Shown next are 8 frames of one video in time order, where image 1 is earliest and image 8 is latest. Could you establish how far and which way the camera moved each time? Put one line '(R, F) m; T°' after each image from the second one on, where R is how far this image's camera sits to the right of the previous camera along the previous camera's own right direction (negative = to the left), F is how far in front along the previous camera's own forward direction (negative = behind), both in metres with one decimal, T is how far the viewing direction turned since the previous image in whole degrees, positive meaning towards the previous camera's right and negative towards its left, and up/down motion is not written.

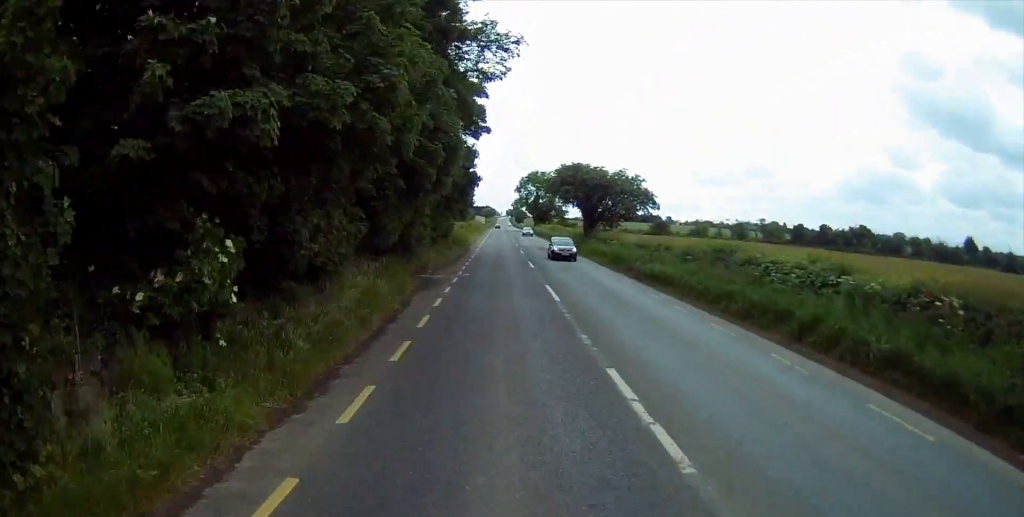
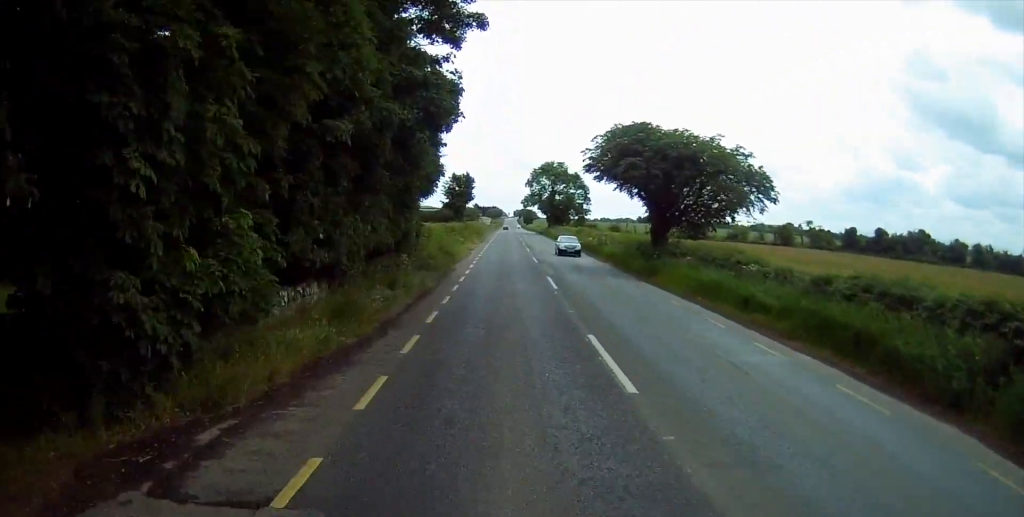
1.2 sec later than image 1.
(0.0, +26.3) m; 0°
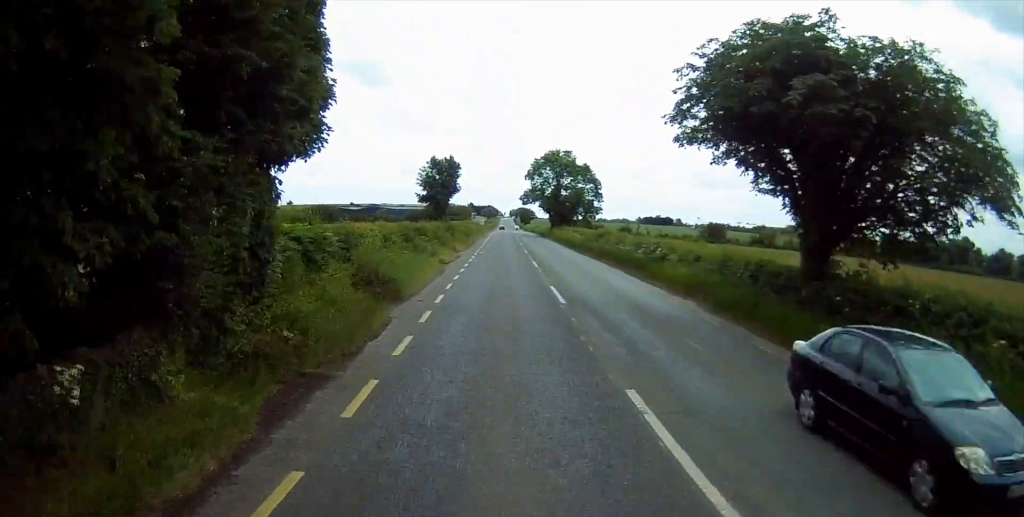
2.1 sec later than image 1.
(+0.1, +19.8) m; 0°
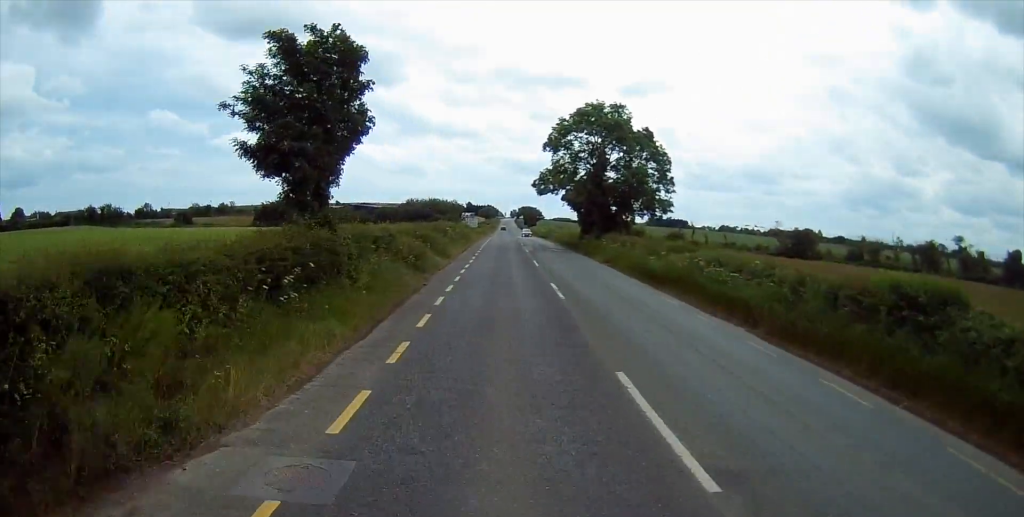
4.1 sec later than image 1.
(-0.4, +43.4) m; 0°
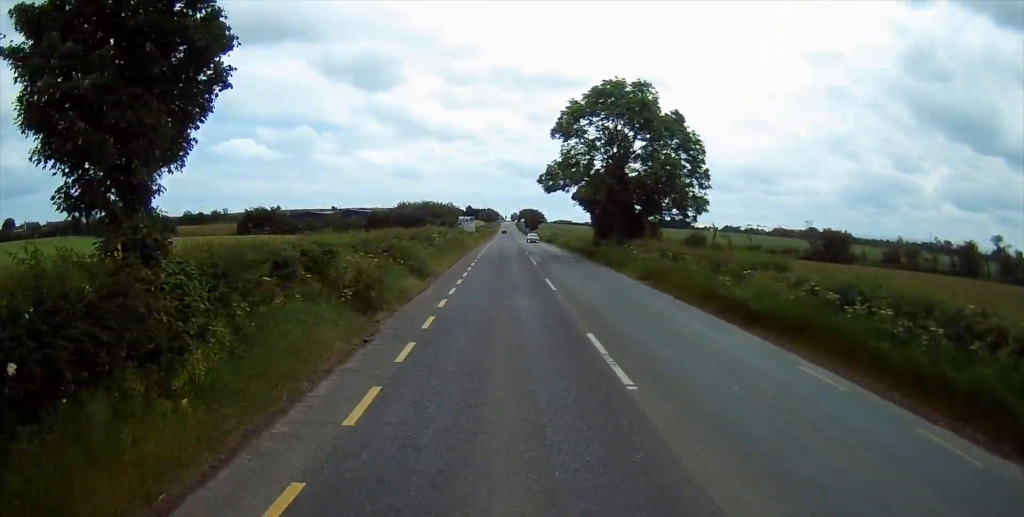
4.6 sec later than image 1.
(0.0, +11.0) m; 0°
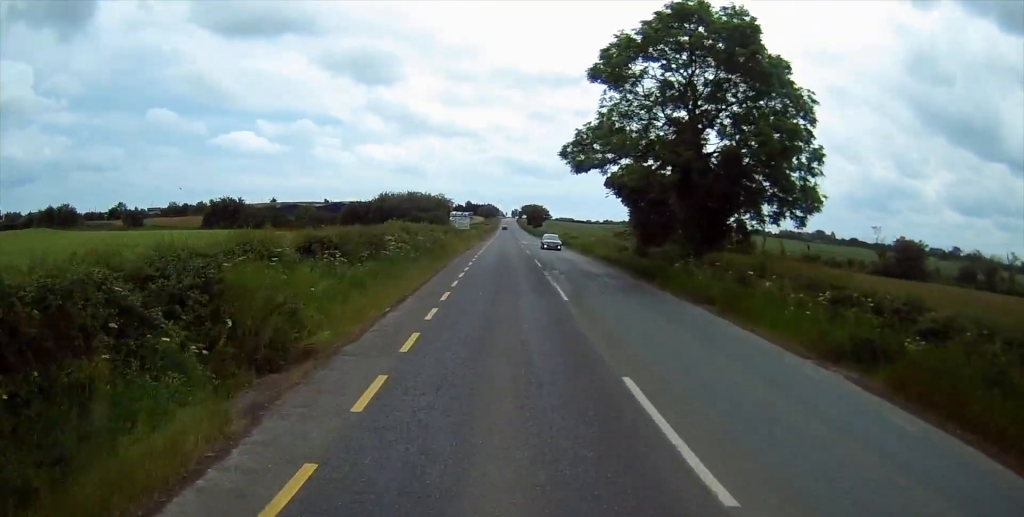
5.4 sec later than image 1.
(+0.2, +19.0) m; 0°
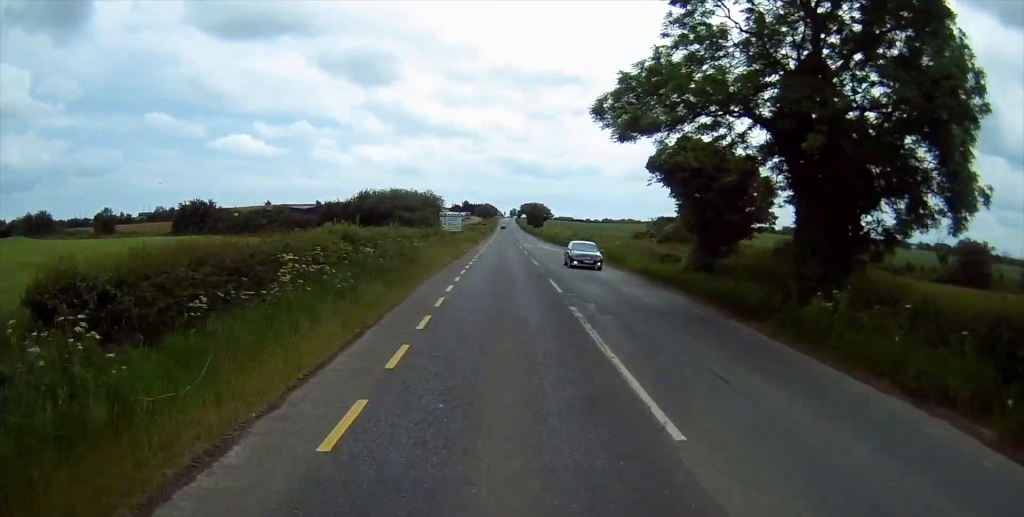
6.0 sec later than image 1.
(-0.3, +13.0) m; 0°
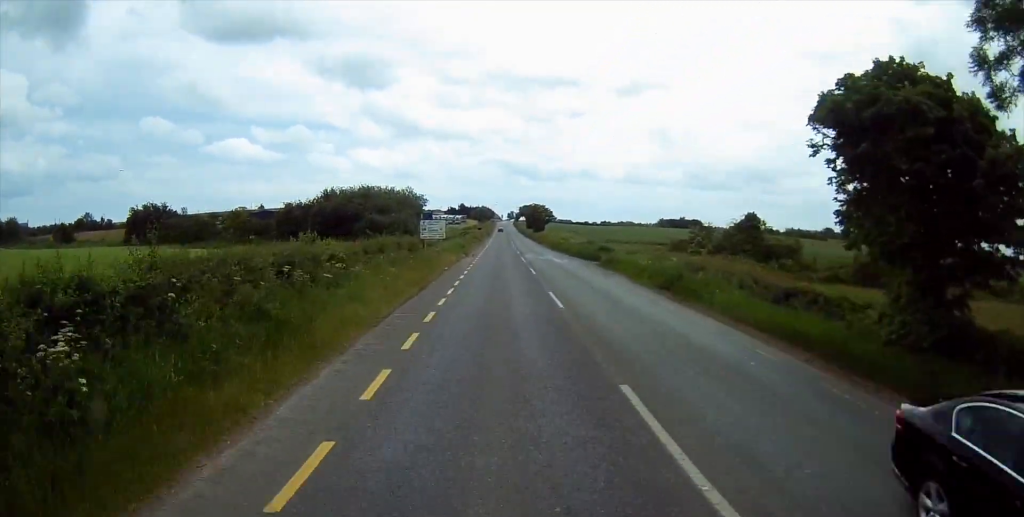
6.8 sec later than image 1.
(+0.1, +16.9) m; +1°
